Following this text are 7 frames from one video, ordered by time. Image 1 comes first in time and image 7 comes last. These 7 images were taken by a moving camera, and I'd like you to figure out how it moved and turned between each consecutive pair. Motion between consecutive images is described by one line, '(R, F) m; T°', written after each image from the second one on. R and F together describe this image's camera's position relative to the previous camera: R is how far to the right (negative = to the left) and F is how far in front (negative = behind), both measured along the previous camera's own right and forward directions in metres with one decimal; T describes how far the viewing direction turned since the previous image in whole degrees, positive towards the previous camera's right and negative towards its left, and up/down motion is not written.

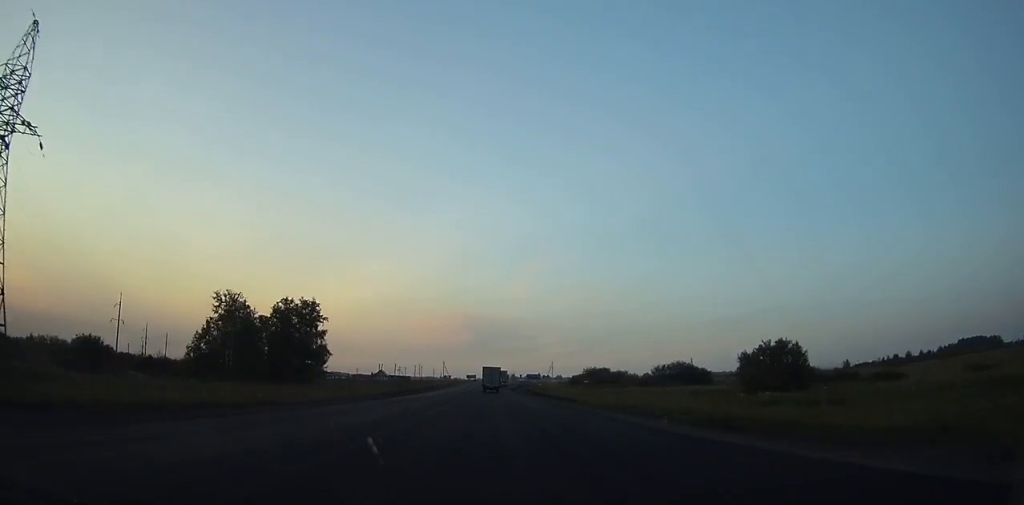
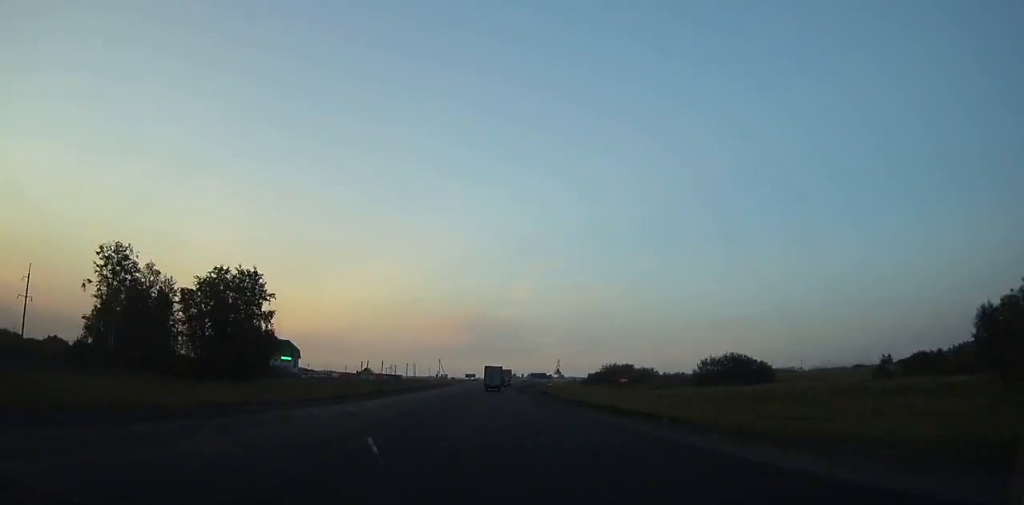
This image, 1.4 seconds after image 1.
(0.0, +27.9) m; 0°
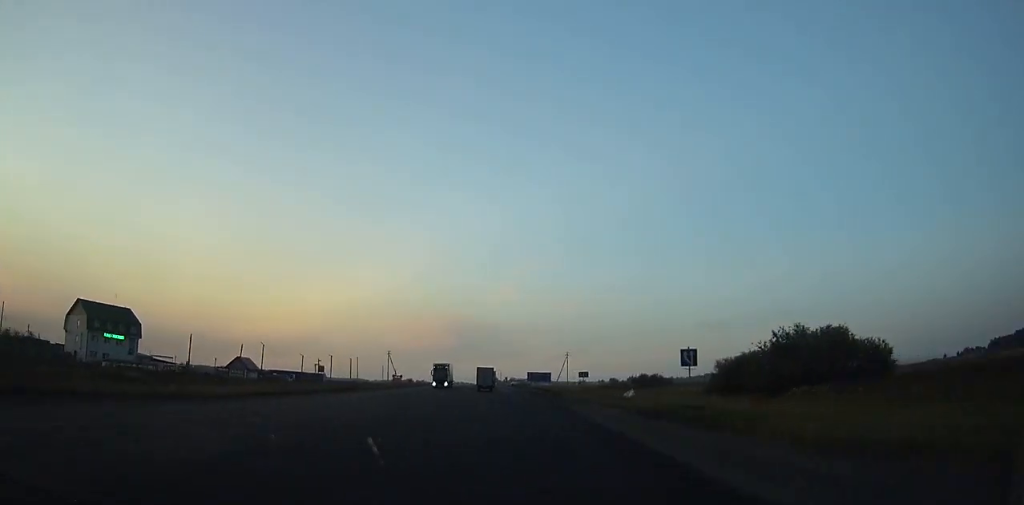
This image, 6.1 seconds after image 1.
(+0.6, +91.8) m; +1°
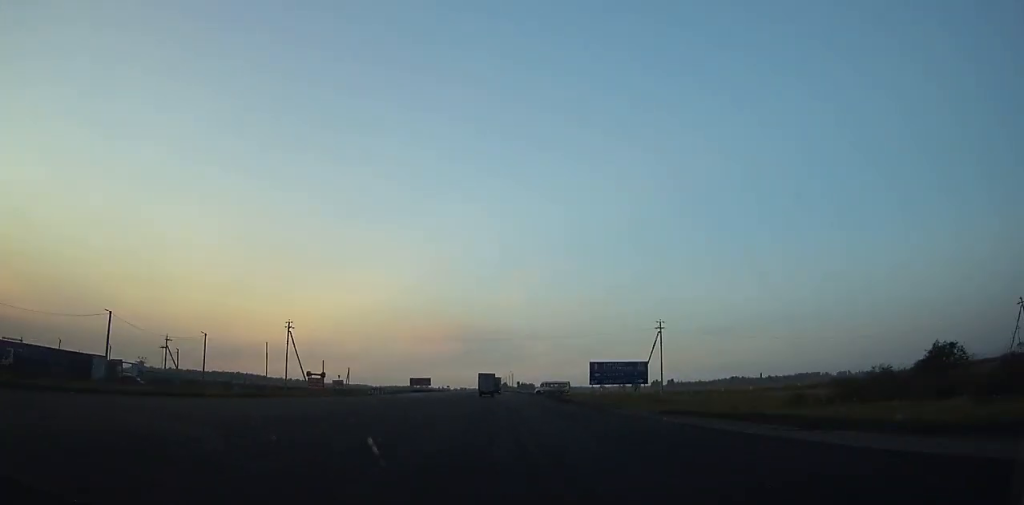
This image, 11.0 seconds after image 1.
(+0.3, +94.3) m; 0°
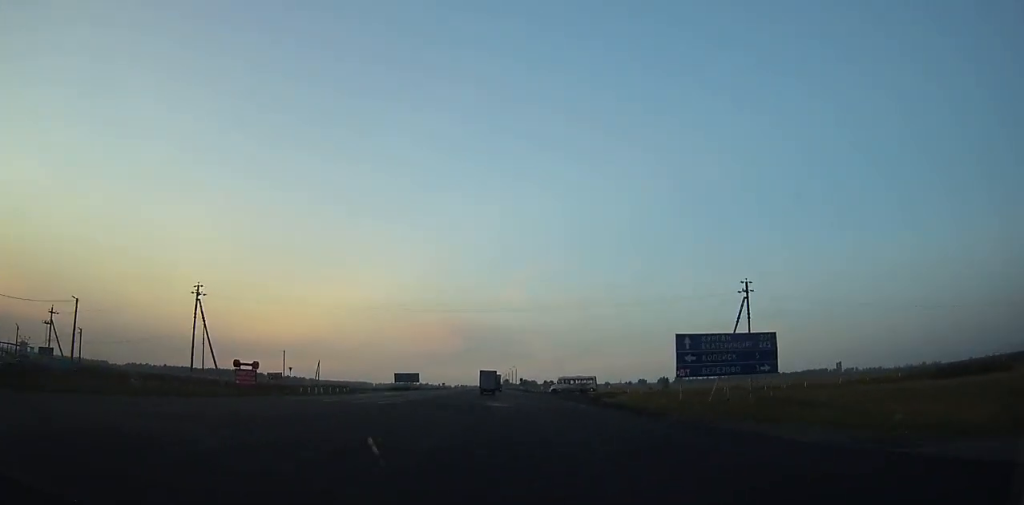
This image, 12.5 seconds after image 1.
(-0.1, +29.8) m; 0°
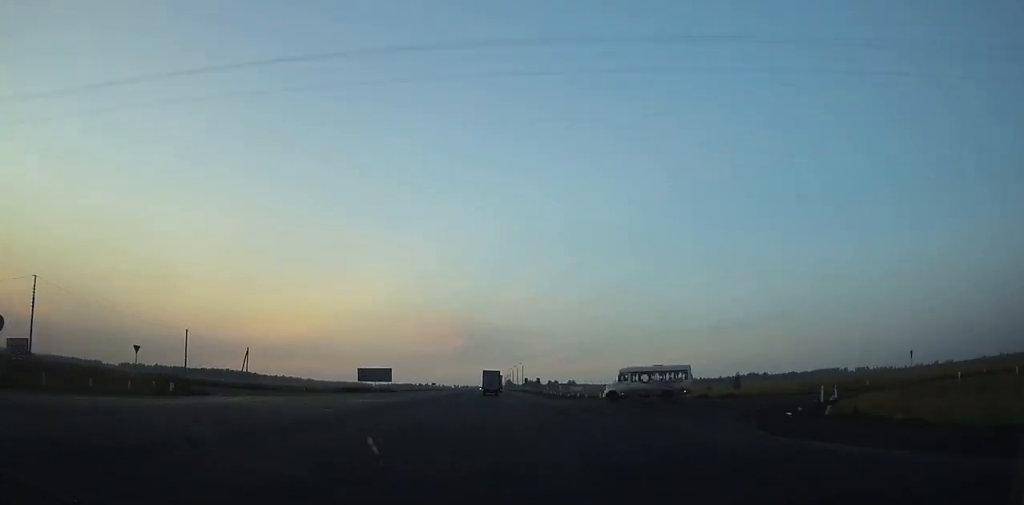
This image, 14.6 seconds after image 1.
(-0.1, +44.6) m; 0°
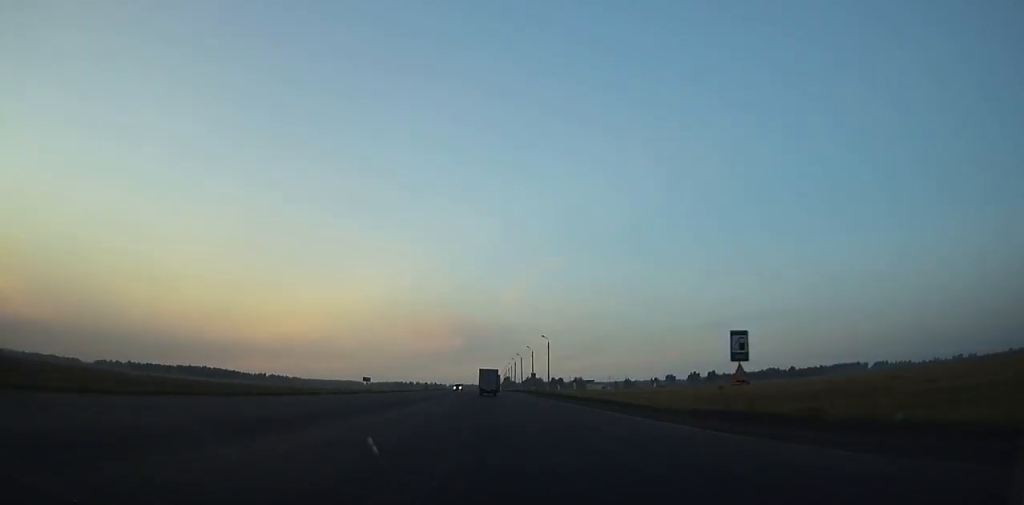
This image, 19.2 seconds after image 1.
(-0.2, +100.8) m; 0°
